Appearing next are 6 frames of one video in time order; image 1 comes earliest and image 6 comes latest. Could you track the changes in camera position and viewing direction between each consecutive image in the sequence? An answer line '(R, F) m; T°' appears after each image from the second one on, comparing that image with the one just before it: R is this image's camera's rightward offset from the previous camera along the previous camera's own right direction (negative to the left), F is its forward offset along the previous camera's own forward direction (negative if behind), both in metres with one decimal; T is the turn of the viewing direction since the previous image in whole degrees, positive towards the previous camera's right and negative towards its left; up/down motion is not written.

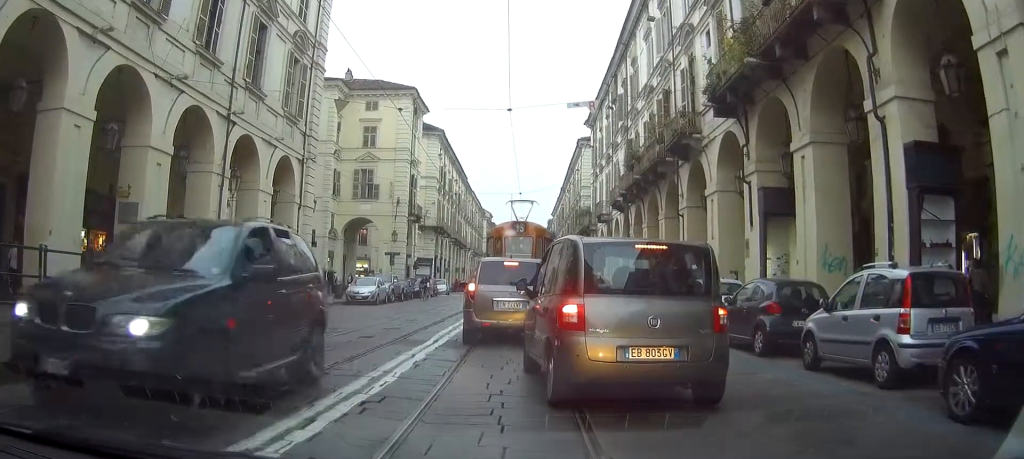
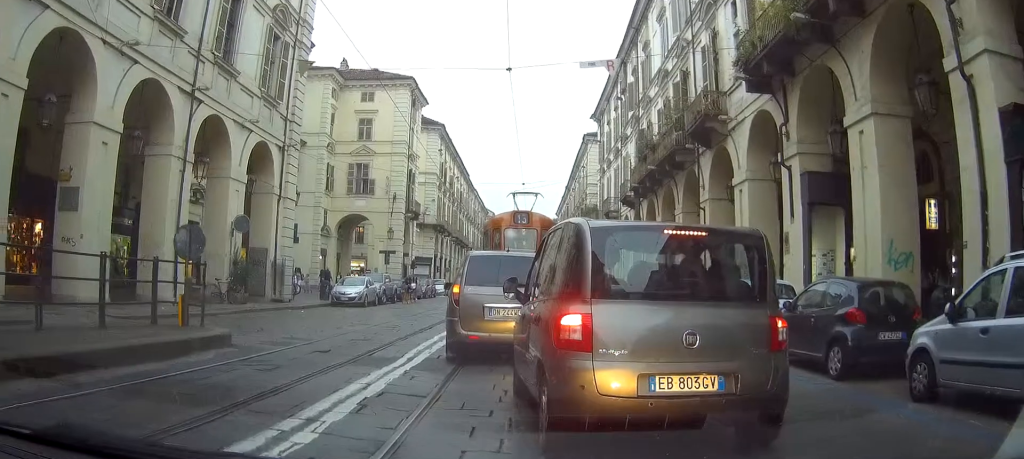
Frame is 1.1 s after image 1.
(0.0, +2.5) m; +1°
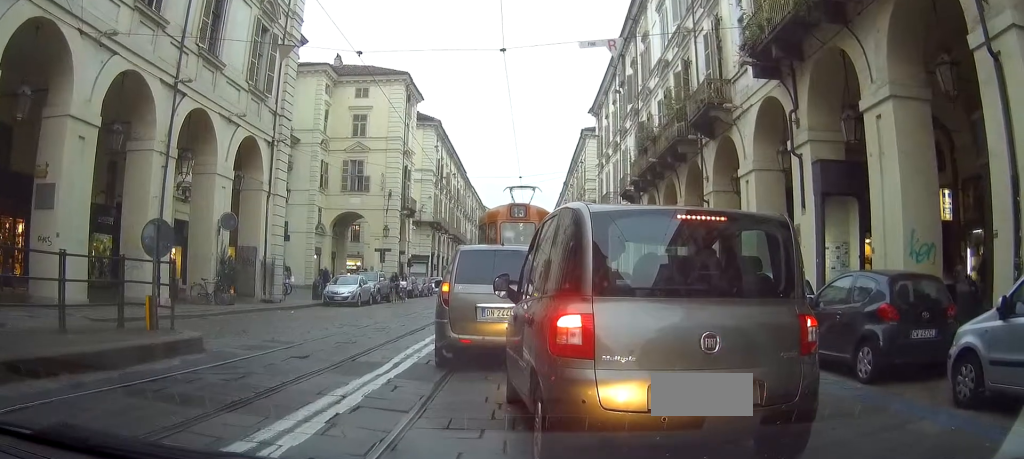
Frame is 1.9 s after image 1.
(+0.1, +0.7) m; 0°
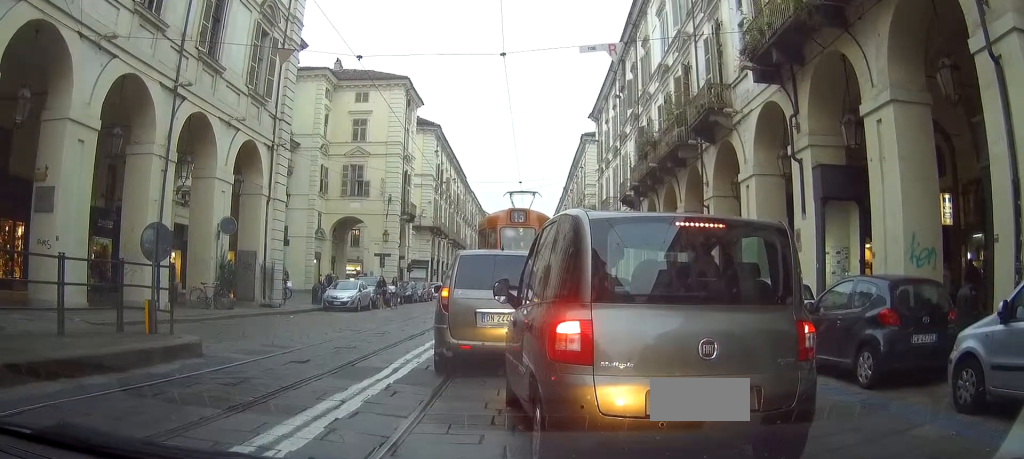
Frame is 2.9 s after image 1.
(-0.1, 0.0) m; 0°
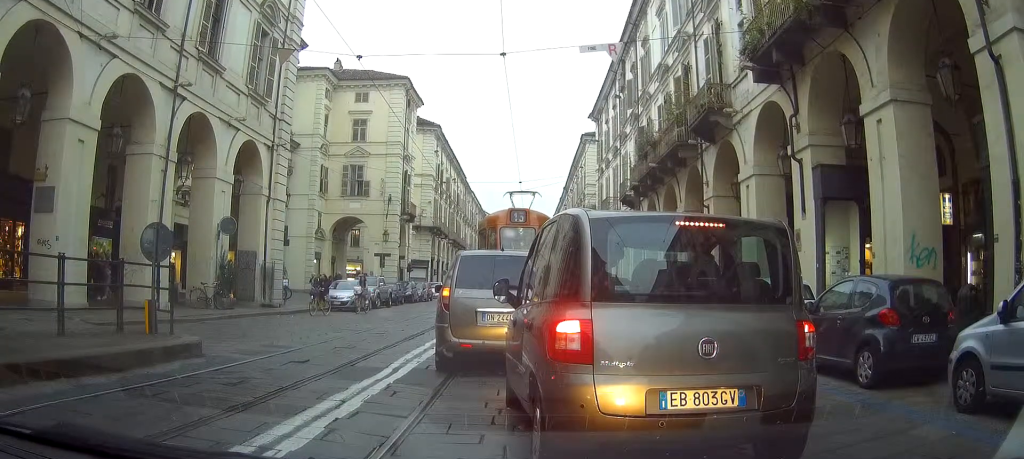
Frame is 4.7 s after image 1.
(0.0, 0.0) m; 0°
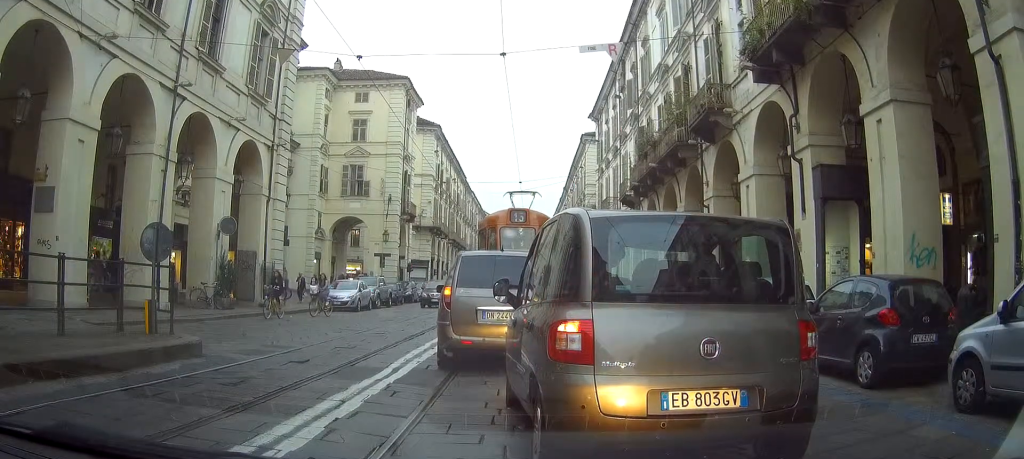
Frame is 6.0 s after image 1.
(0.0, 0.0) m; 0°
